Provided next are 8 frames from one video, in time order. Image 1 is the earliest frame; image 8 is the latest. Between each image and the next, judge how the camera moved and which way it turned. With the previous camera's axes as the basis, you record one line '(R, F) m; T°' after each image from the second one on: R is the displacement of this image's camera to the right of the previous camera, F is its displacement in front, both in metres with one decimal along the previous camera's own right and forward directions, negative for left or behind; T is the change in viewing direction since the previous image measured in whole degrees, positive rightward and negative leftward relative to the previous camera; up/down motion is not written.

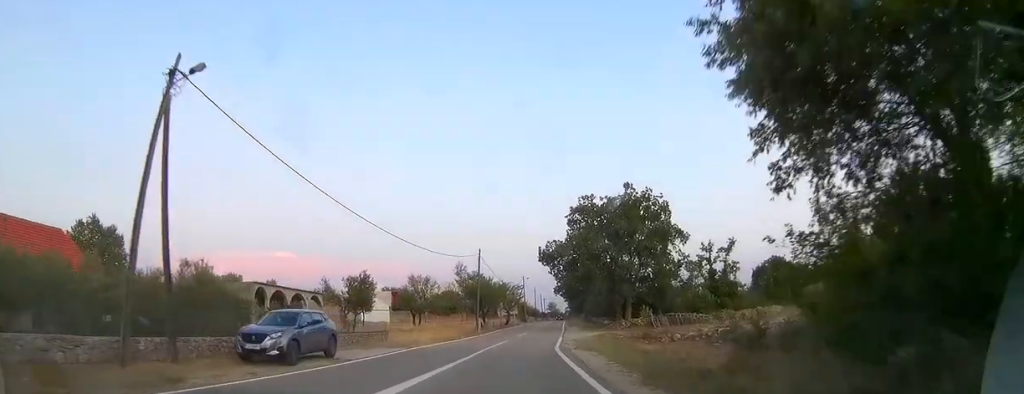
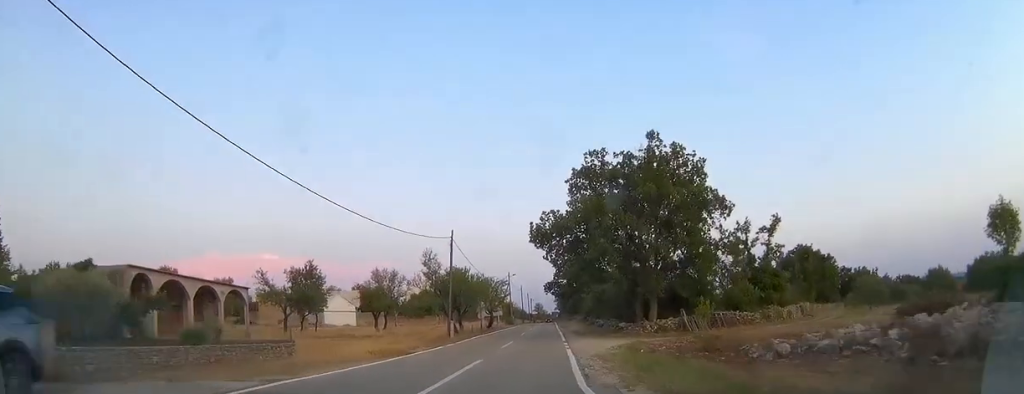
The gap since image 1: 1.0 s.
(+0.3, +11.8) m; +1°
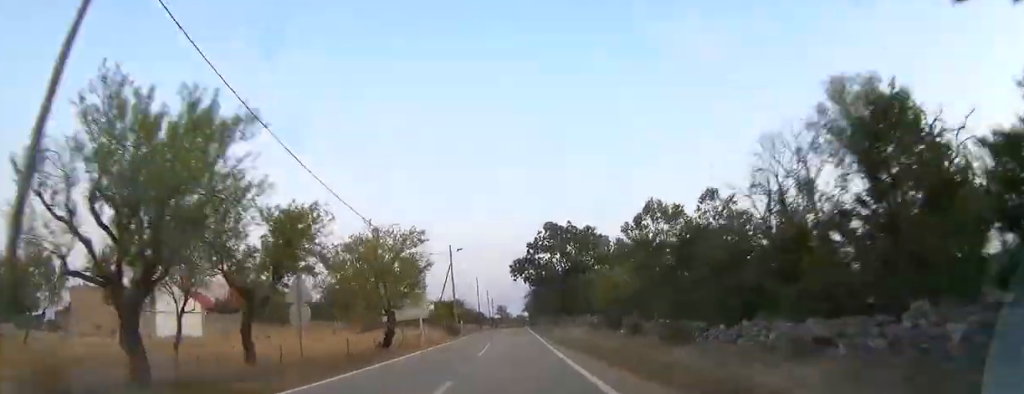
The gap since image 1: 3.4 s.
(+0.2, +32.6) m; +1°
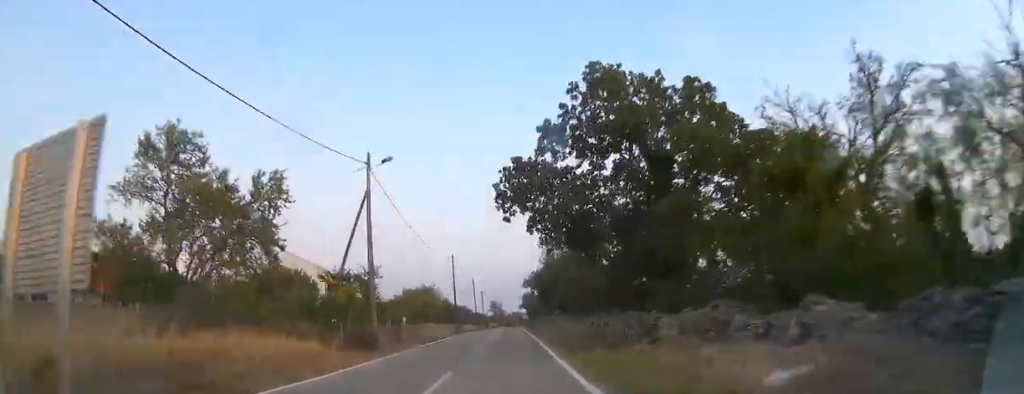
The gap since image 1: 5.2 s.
(+0.3, +26.8) m; +1°
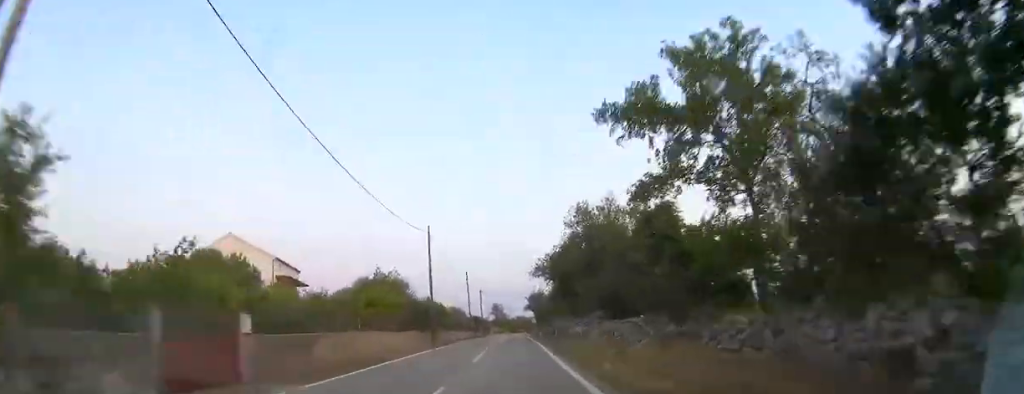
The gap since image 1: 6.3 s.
(+0.3, +17.7) m; +1°
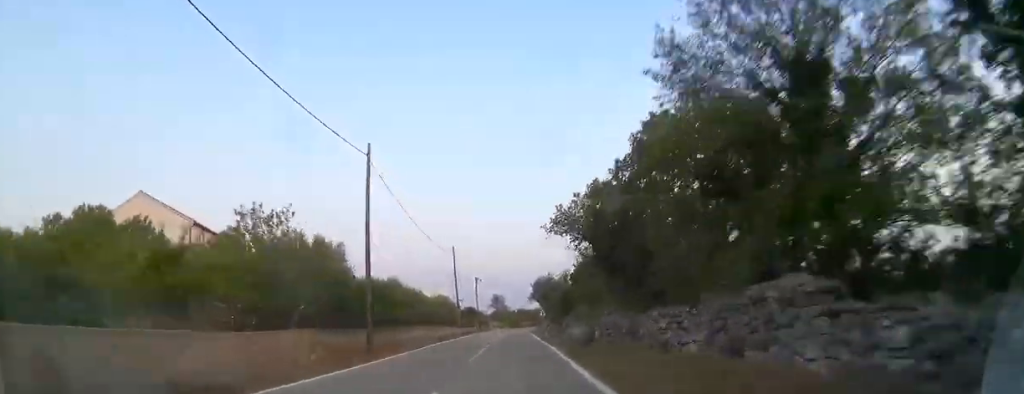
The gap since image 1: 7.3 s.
(+0.1, +15.7) m; 0°
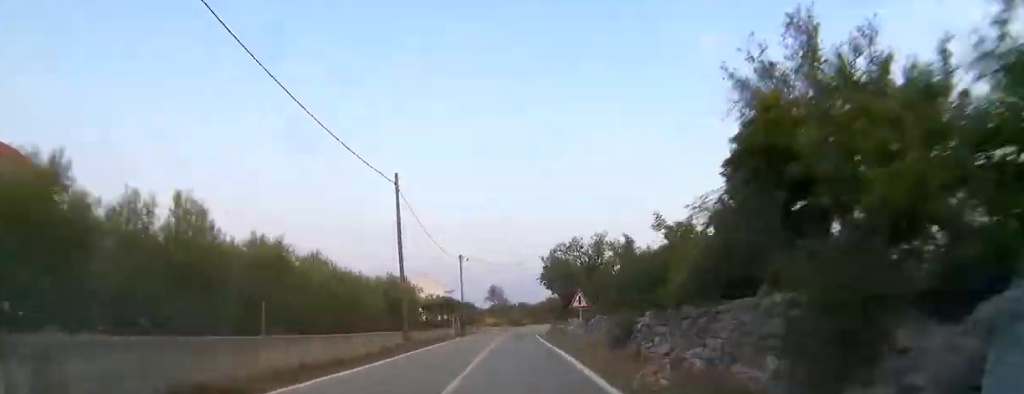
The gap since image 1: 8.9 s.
(0.0, +24.4) m; 0°
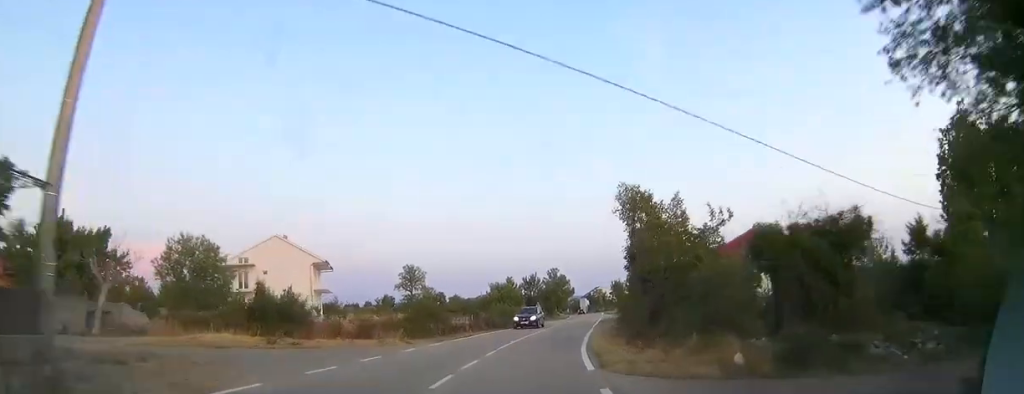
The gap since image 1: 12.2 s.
(+1.4, +53.0) m; +6°
